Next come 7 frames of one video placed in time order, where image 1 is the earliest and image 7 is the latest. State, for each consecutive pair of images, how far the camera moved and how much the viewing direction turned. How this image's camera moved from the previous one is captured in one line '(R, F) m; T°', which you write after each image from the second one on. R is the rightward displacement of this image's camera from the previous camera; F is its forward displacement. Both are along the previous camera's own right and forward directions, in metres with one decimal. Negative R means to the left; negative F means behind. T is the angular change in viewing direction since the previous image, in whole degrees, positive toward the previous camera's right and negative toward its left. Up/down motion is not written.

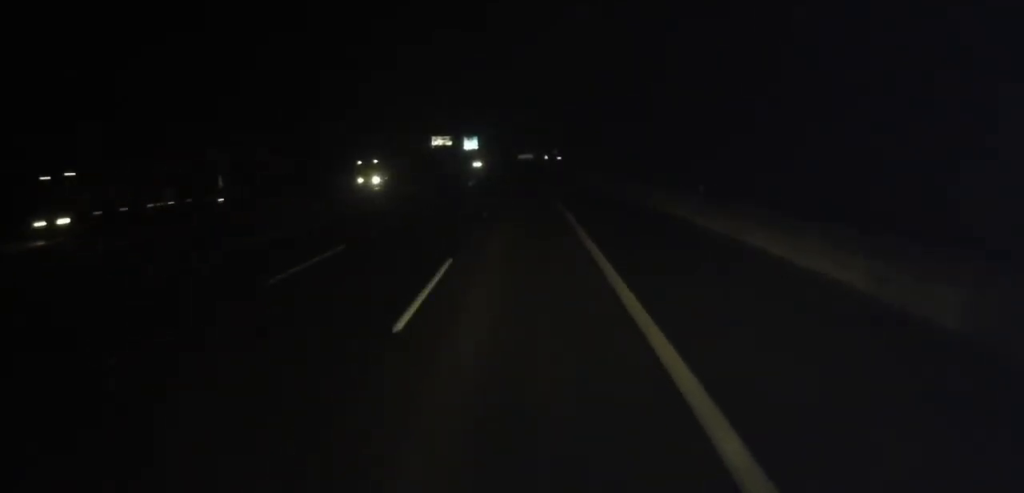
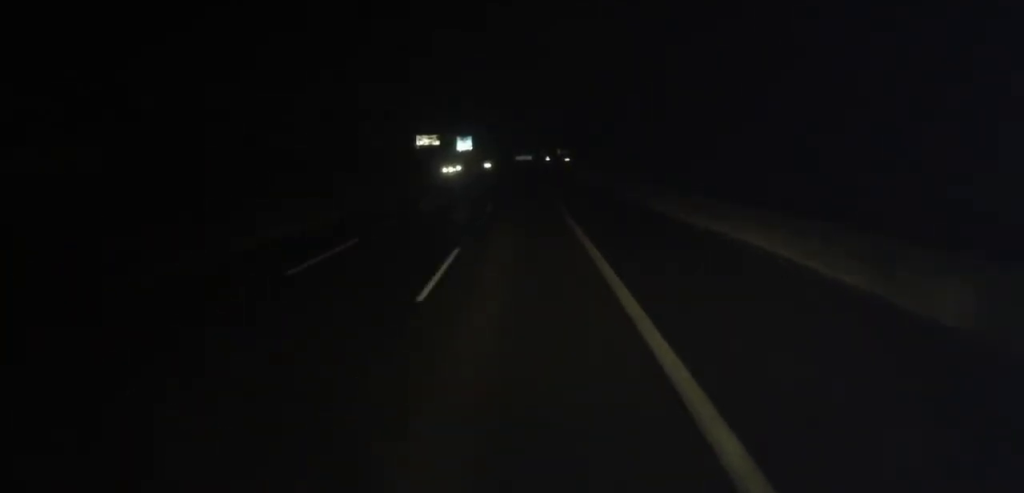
(+0.3, +33.1) m; 0°
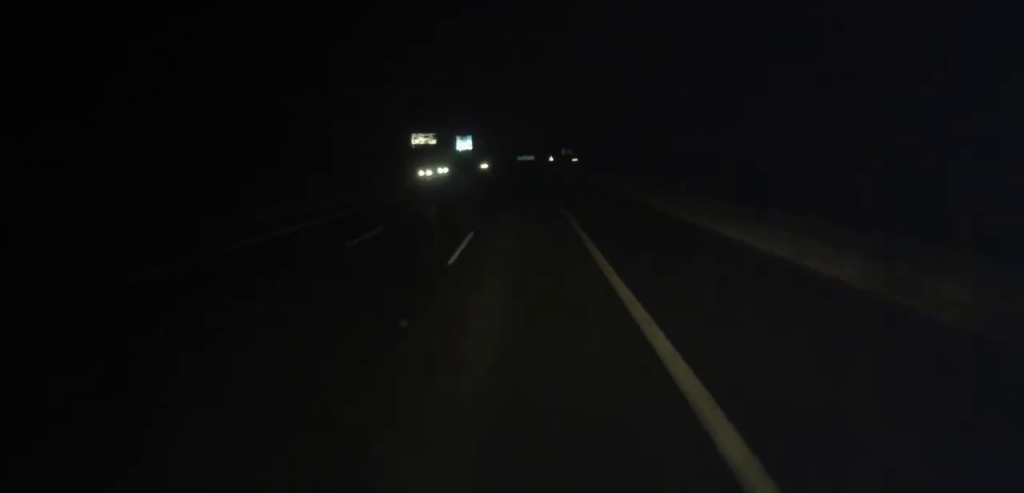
(0.0, +13.6) m; 0°
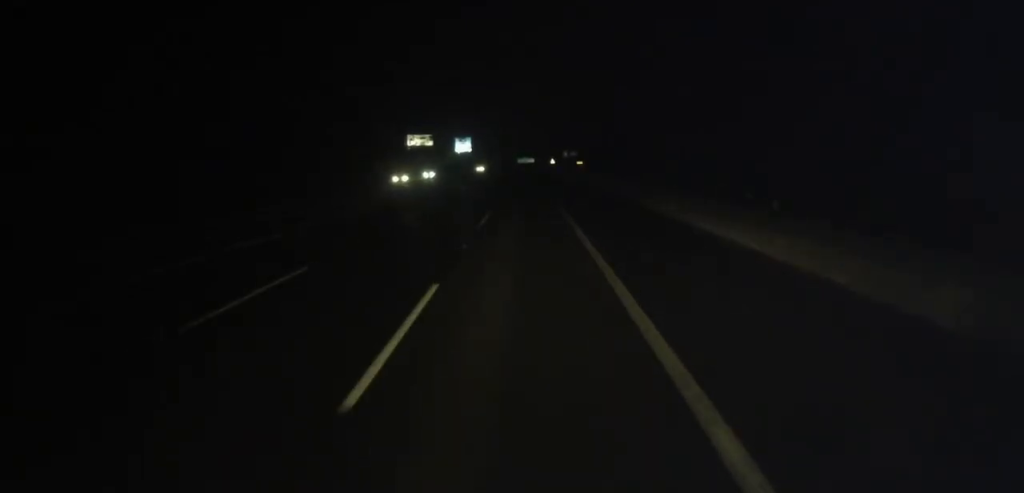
(0.0, +8.4) m; -1°
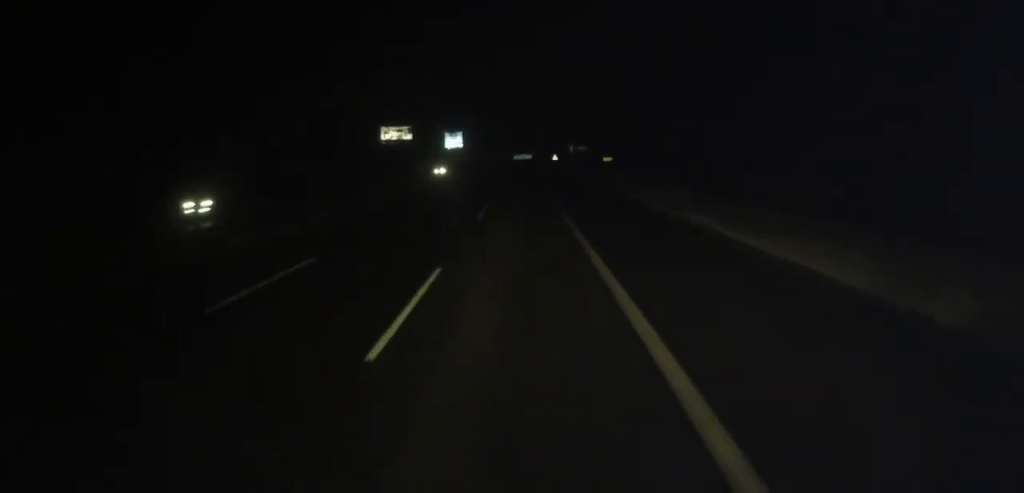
(-0.6, +33.7) m; 0°
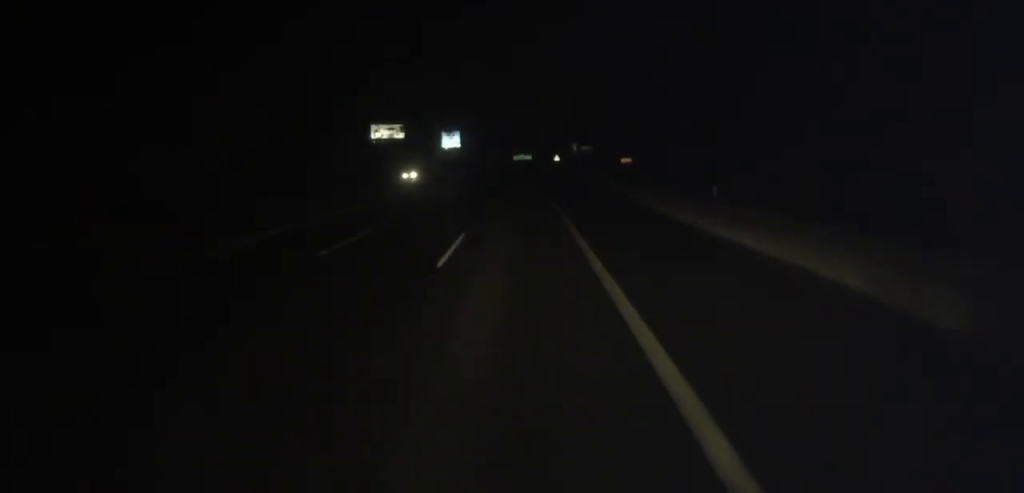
(+0.2, +11.1) m; +2°
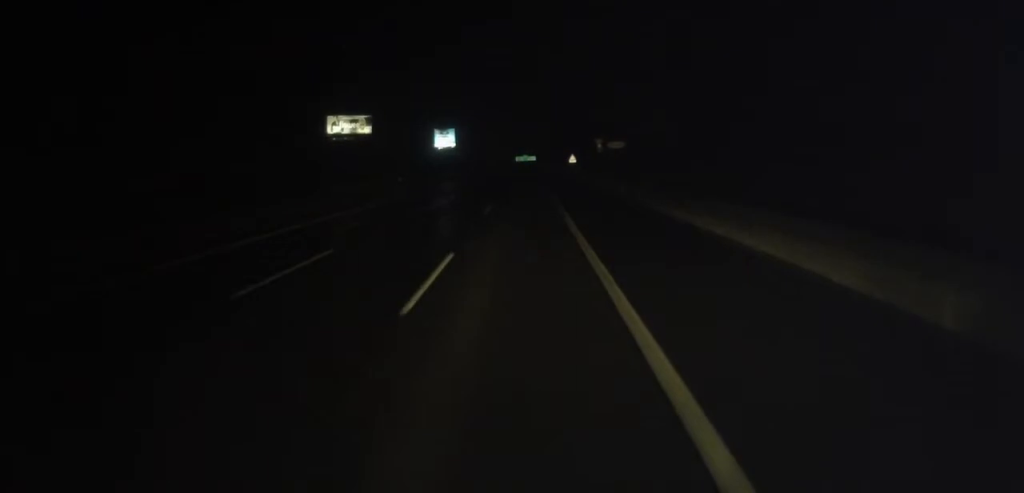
(-0.5, +39.6) m; -2°
